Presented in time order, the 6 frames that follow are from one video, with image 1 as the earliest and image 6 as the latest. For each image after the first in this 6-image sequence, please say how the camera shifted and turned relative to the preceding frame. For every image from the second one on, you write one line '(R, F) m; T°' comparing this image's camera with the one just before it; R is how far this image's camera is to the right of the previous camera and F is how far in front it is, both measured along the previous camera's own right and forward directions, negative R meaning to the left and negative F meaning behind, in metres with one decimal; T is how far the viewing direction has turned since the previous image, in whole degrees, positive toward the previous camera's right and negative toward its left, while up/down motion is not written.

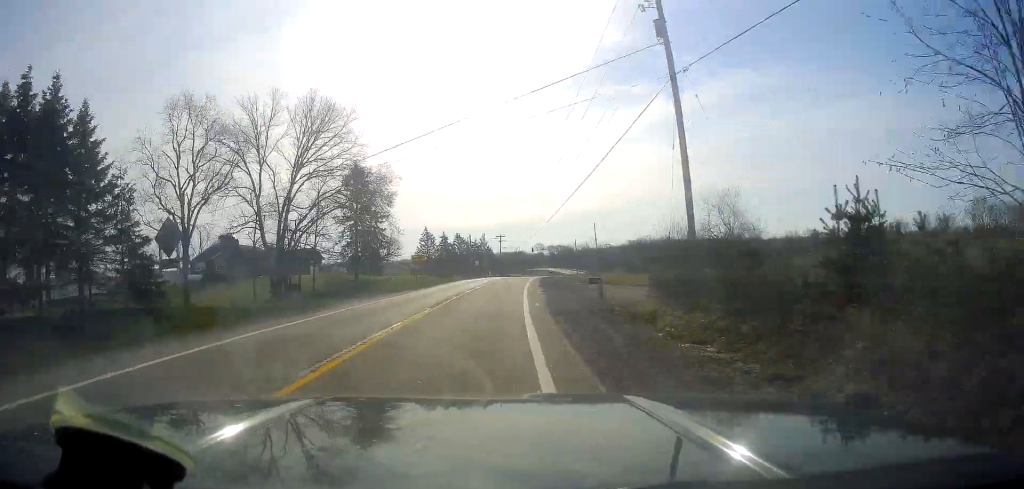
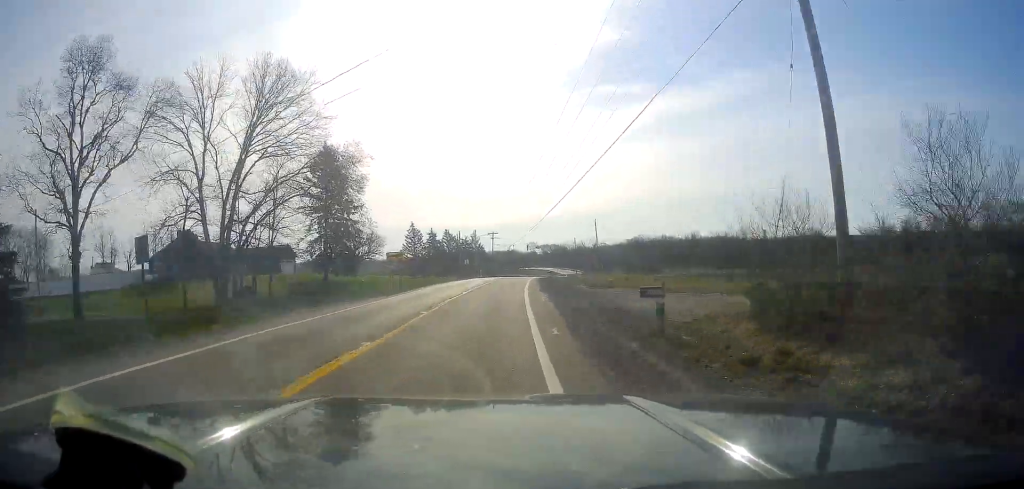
(0.0, +9.8) m; +1°
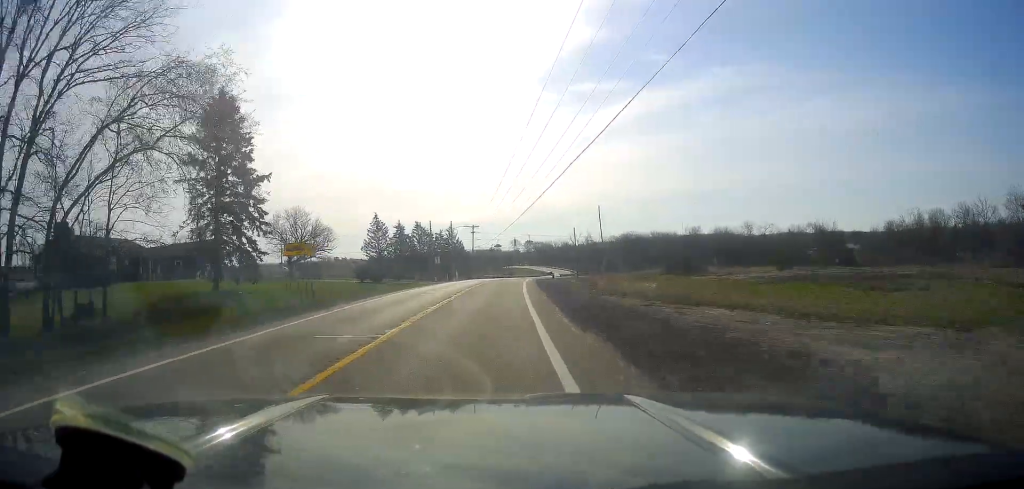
(+0.5, +21.0) m; 0°
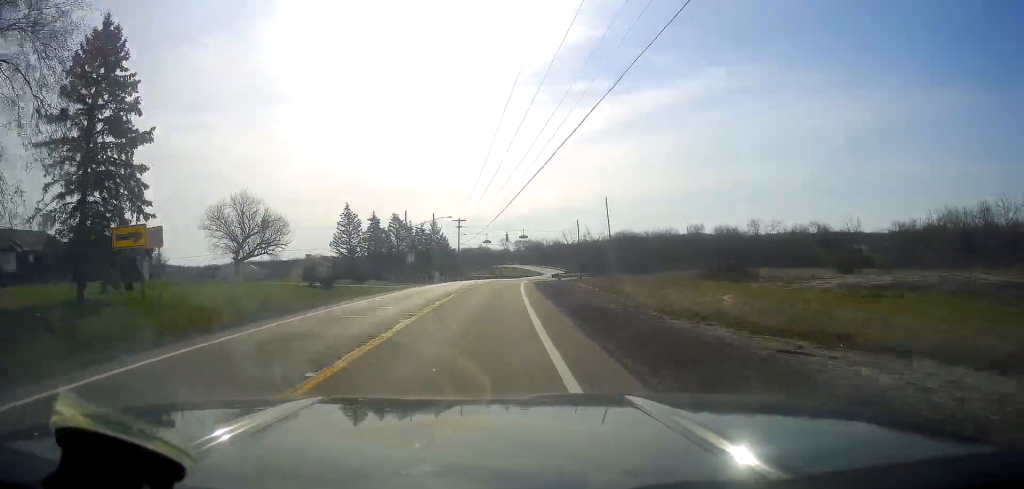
(-0.1, +13.5) m; 0°
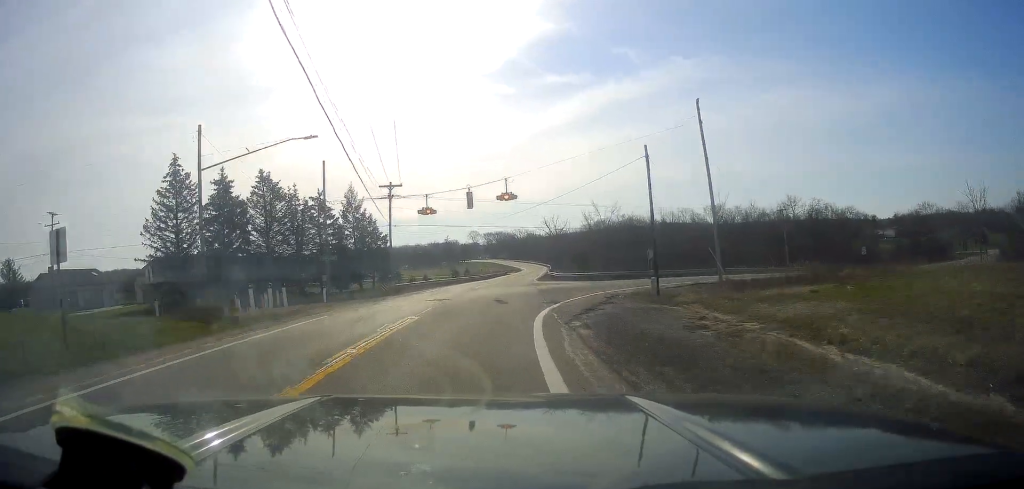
(+1.4, +43.9) m; +5°
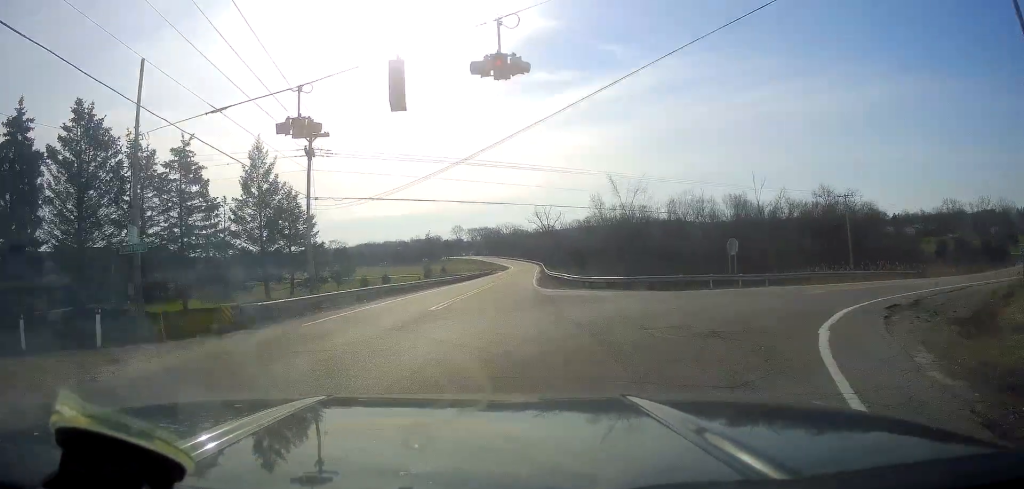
(+0.5, +23.3) m; +1°
